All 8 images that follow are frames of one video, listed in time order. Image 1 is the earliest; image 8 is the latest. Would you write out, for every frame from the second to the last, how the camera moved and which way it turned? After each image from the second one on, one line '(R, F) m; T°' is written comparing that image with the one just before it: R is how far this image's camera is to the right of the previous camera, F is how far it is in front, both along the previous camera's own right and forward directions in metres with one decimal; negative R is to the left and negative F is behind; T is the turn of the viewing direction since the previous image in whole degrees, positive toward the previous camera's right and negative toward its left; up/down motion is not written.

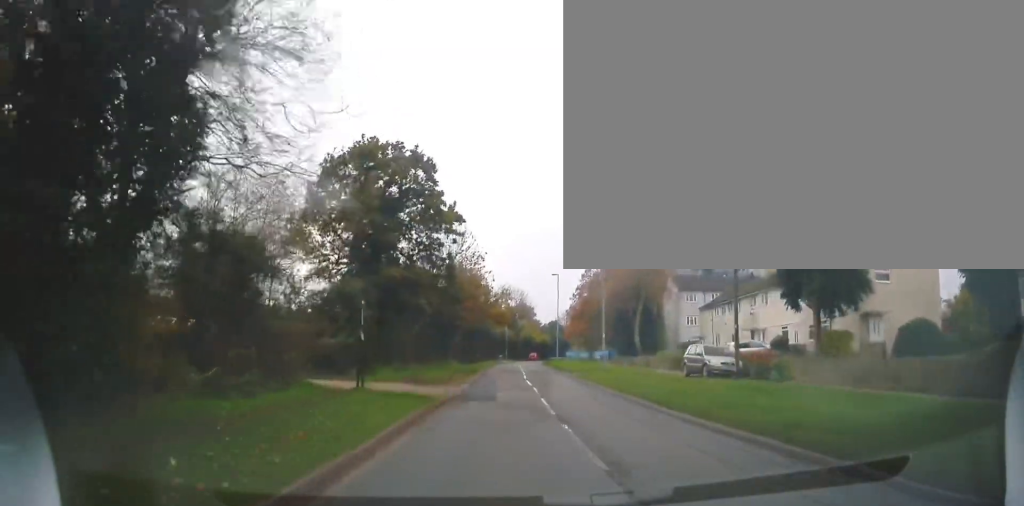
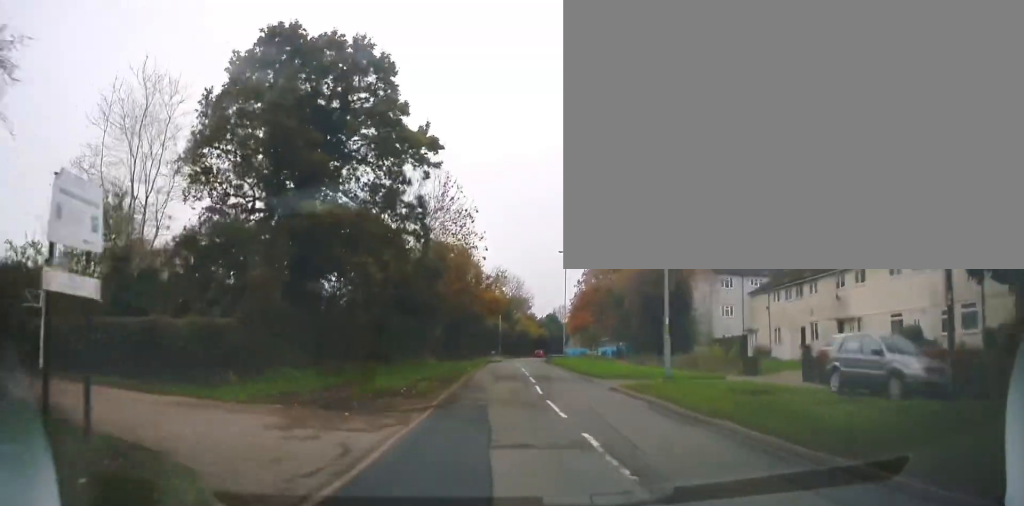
(+0.2, +13.3) m; 0°
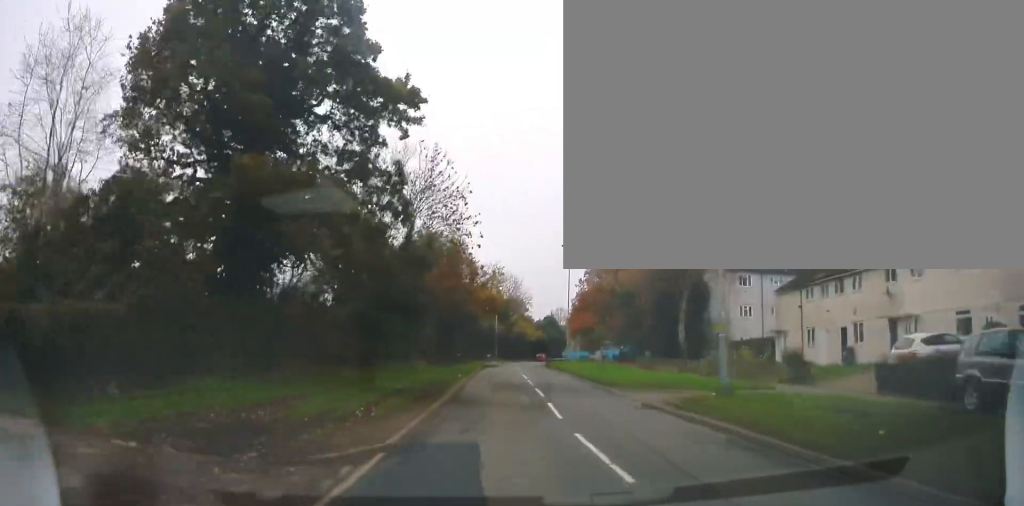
(-0.1, +5.3) m; 0°
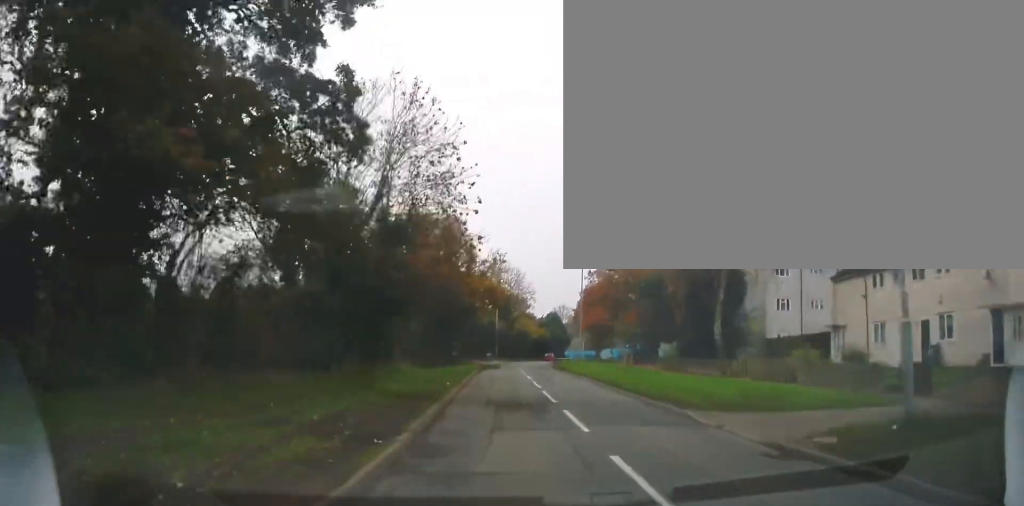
(0.0, +7.4) m; 0°
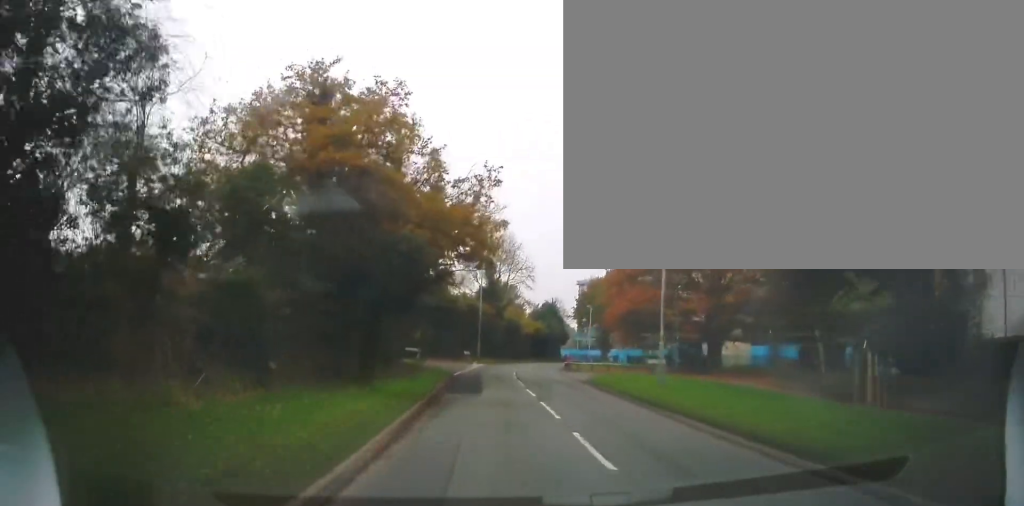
(+0.6, +24.7) m; +3°
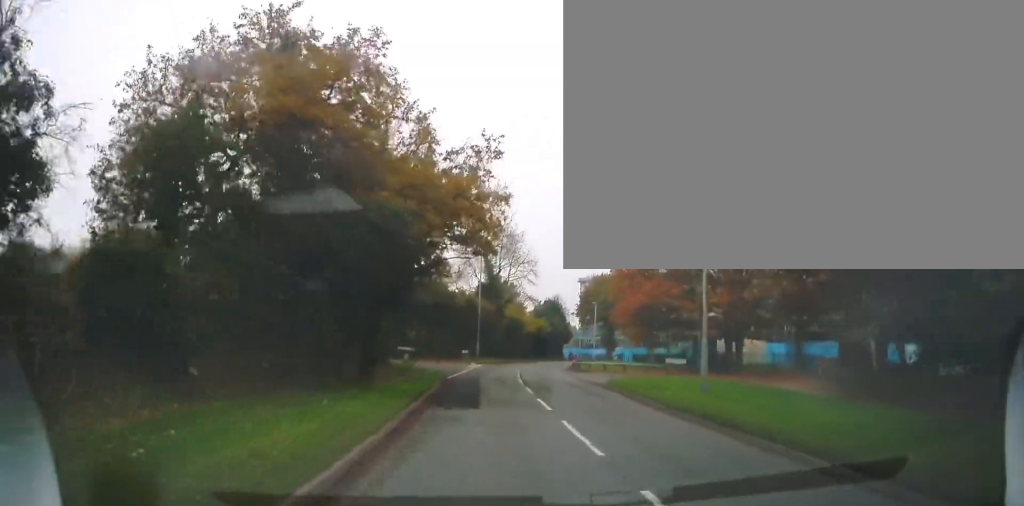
(-0.1, +3.9) m; -1°
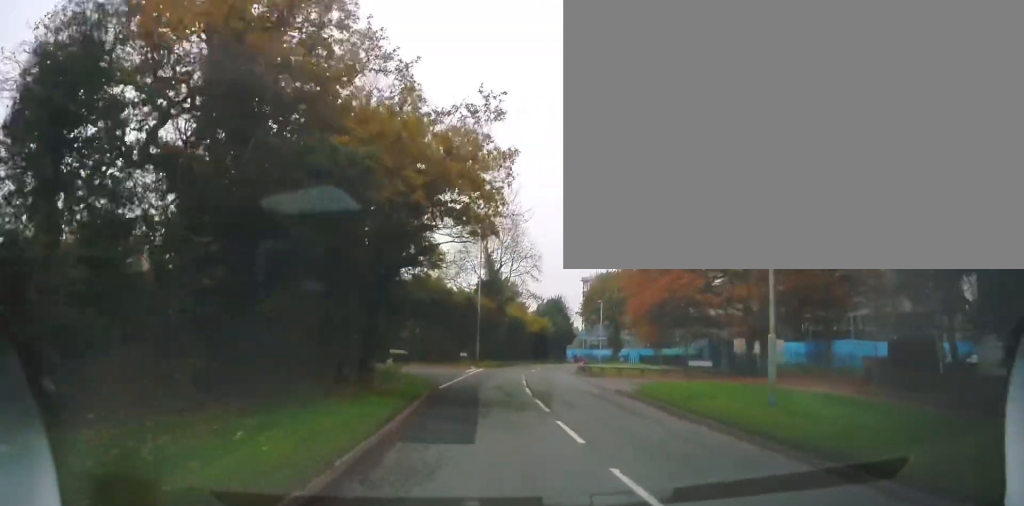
(-0.1, +4.7) m; -1°
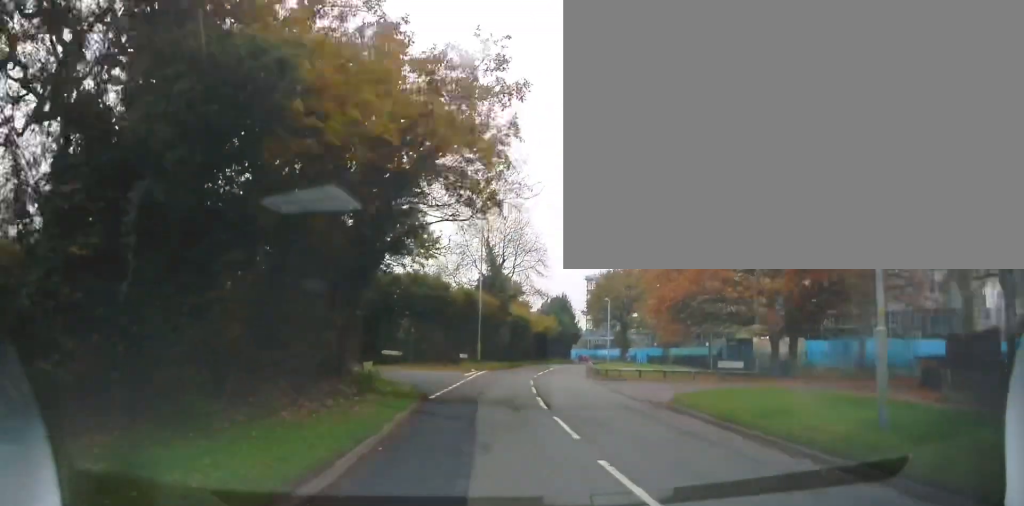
(0.0, +4.0) m; 0°
